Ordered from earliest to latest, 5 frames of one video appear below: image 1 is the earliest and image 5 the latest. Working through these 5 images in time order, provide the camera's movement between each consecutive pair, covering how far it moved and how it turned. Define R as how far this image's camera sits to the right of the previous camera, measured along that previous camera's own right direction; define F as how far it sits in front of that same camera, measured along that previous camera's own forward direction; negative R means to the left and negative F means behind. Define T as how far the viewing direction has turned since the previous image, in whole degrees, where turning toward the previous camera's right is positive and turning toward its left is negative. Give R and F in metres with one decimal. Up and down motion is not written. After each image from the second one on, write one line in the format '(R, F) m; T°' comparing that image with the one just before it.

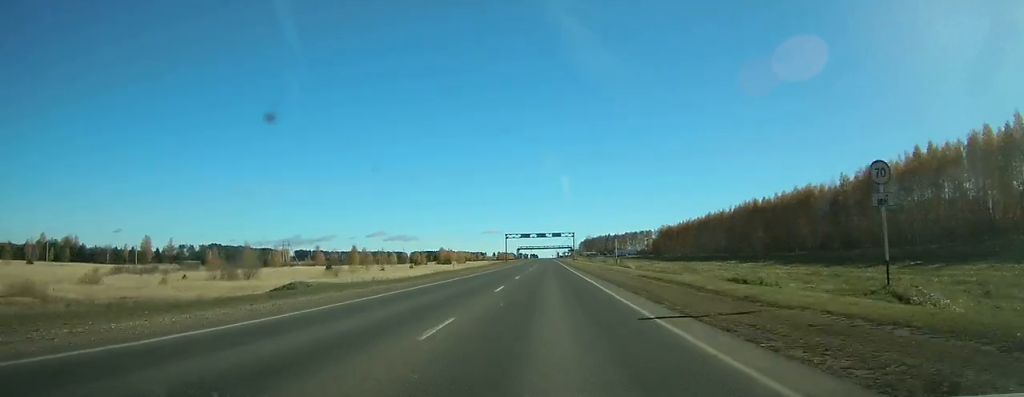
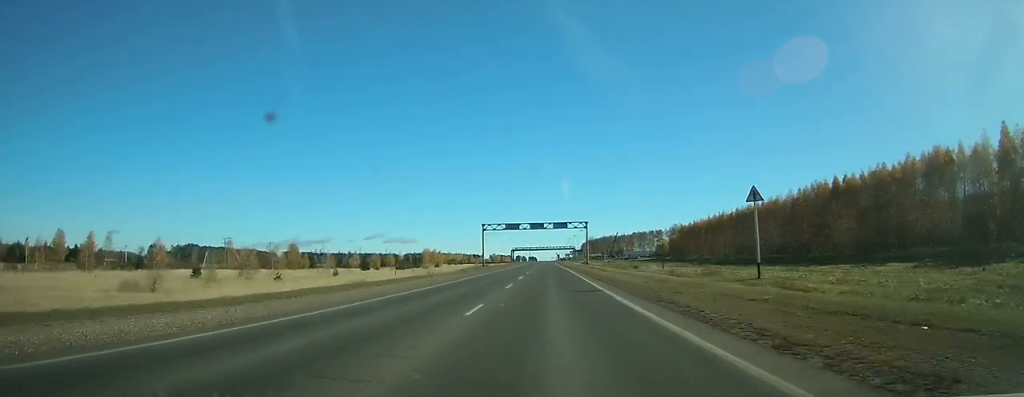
(+0.1, +56.2) m; 0°
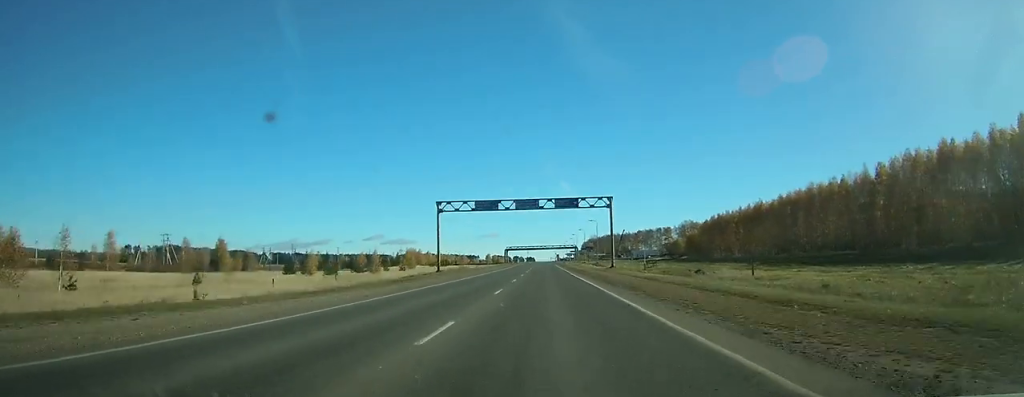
(-0.1, +42.3) m; 0°
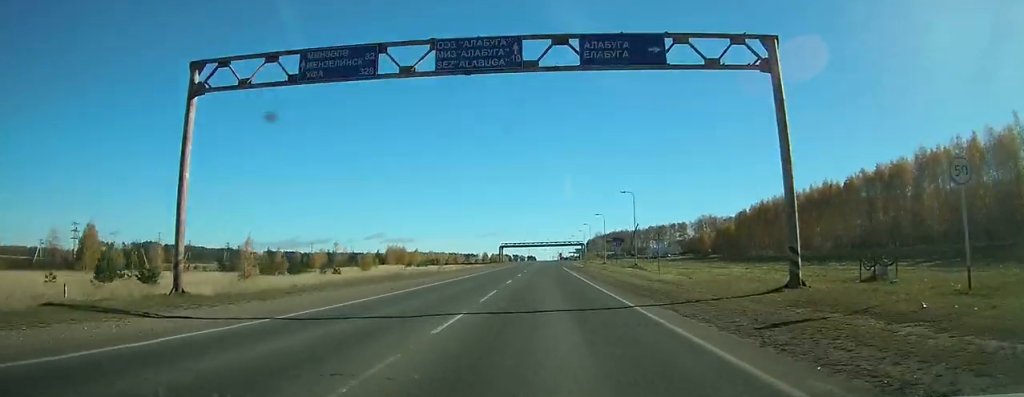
(-0.1, +45.5) m; 0°
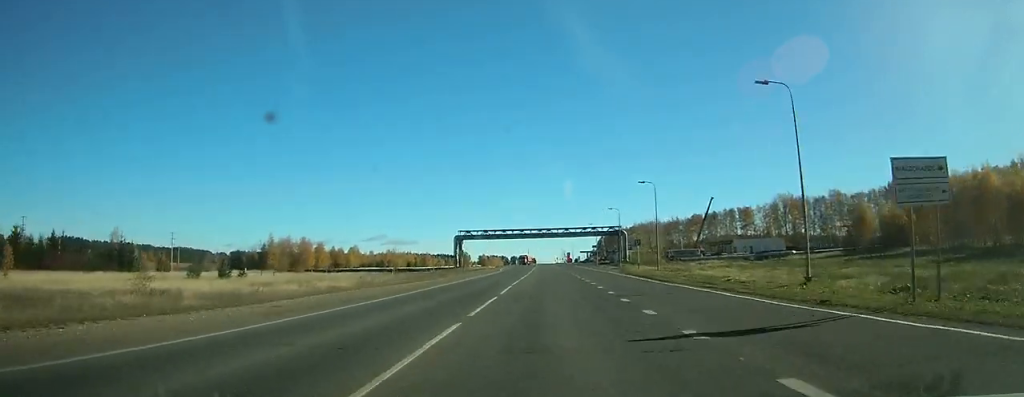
(-0.2, +128.5) m; -1°
